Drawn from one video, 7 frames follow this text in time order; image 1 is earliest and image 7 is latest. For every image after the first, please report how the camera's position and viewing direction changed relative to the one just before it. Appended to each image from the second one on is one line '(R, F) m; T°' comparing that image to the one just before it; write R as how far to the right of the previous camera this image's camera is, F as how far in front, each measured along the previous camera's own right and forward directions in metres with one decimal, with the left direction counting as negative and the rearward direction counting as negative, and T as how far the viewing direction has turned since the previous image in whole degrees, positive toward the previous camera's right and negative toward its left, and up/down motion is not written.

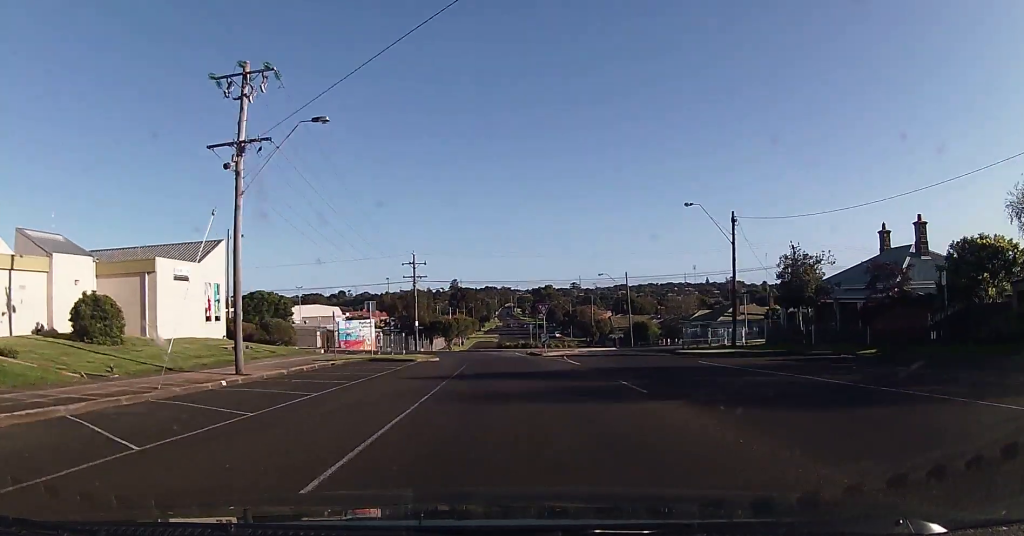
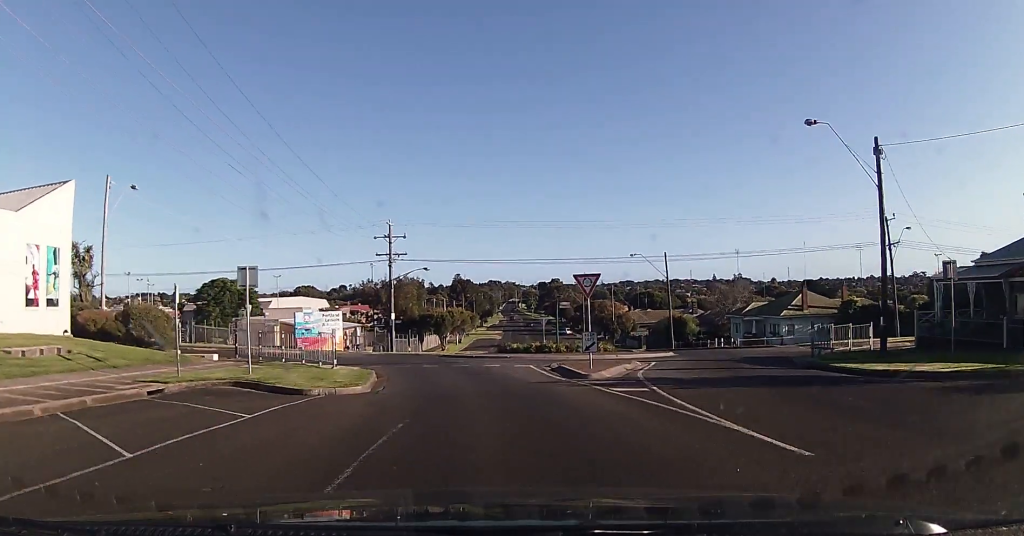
(-0.7, +19.1) m; -2°
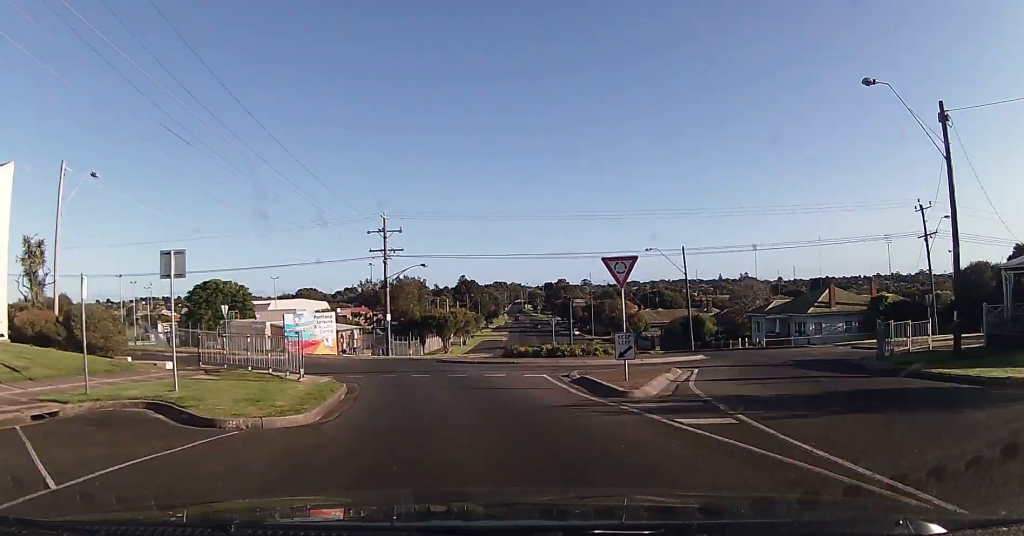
(0.0, +5.1) m; 0°
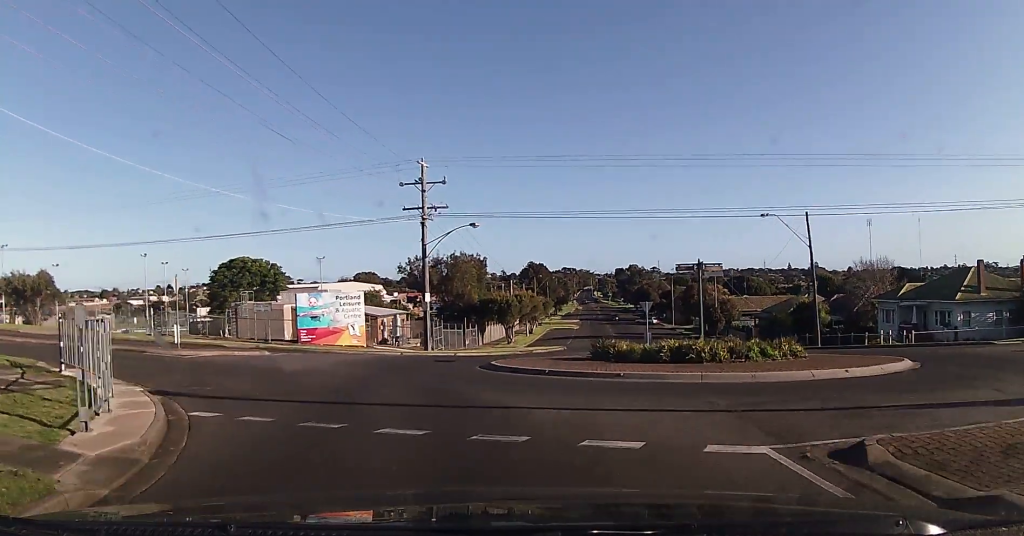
(-0.4, +15.3) m; -6°
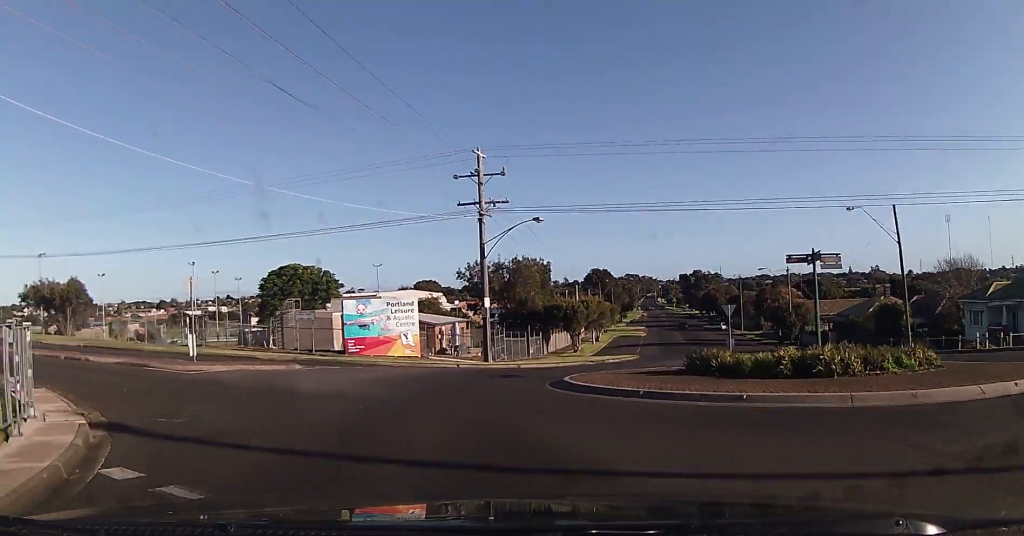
(-0.1, +4.3) m; -4°
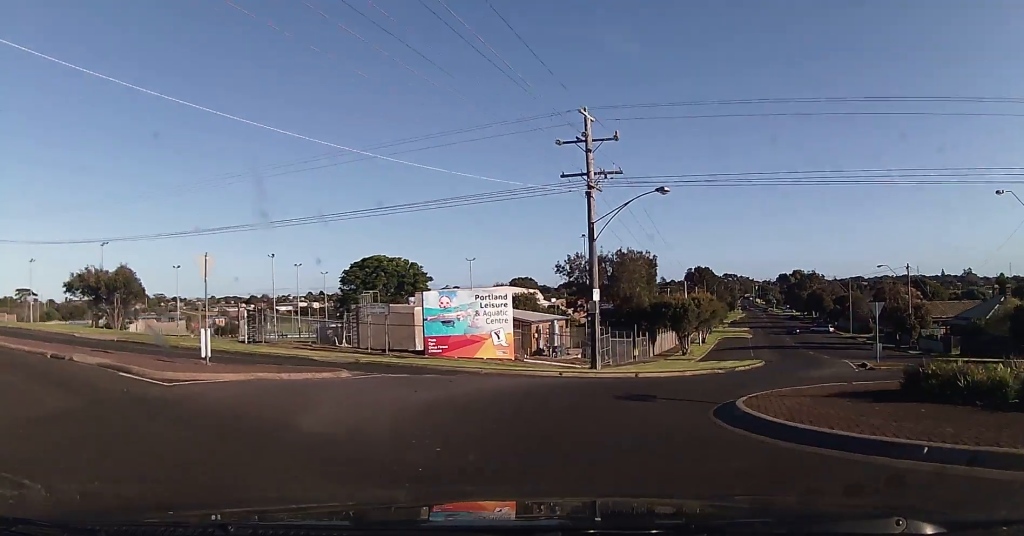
(-0.2, +6.7) m; -6°
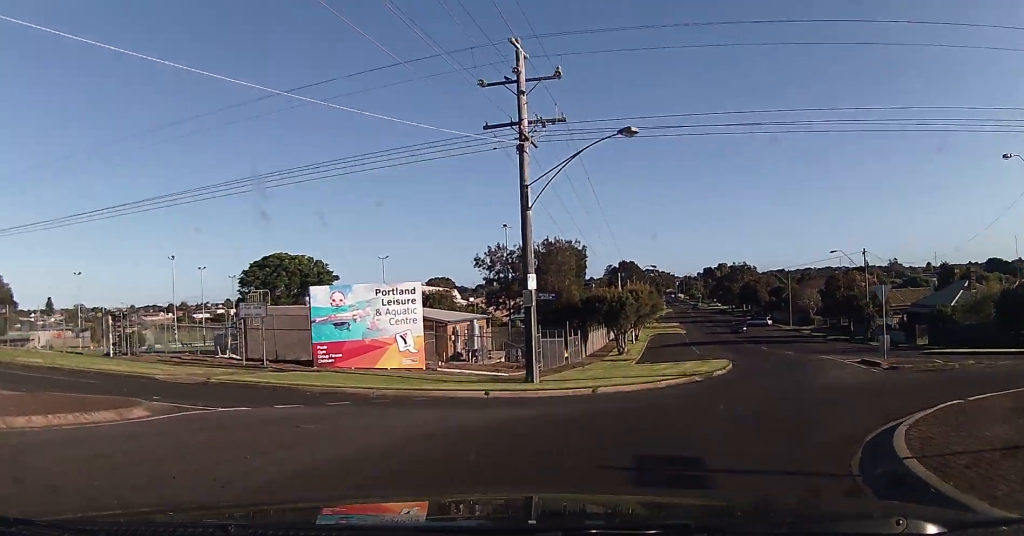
(-0.5, +7.4) m; +6°
